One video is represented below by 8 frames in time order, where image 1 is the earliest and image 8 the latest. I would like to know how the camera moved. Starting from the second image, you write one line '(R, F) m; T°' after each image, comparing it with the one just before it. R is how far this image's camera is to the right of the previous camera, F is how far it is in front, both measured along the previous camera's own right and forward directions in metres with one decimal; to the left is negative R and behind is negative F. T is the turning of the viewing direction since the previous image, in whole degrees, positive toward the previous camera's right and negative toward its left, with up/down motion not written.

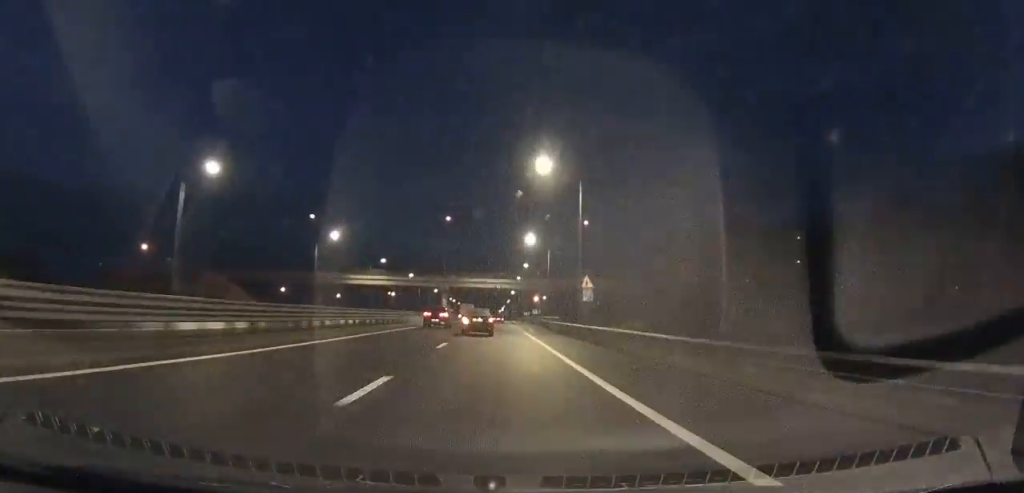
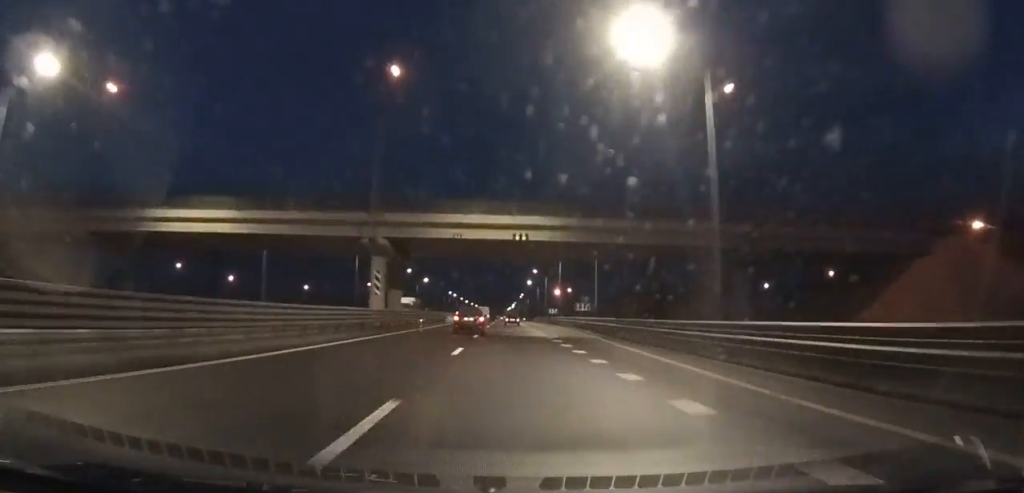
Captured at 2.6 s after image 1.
(-0.2, +61.7) m; 0°
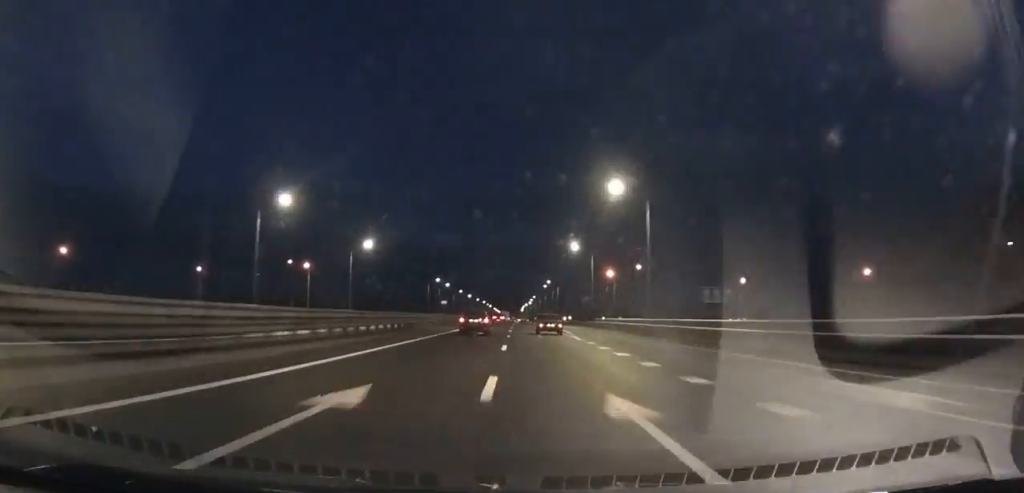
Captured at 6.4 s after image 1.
(-0.1, +90.9) m; -1°
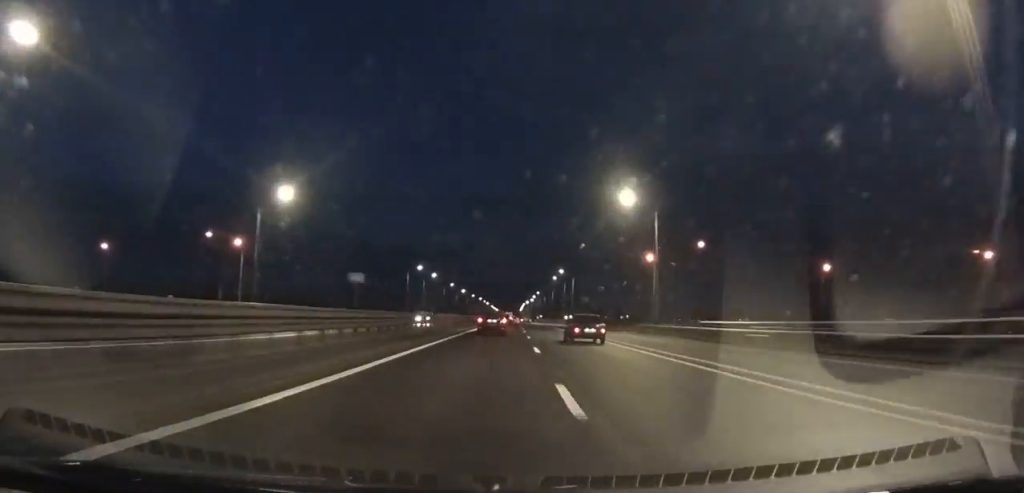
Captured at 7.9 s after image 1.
(-0.4, +36.6) m; 0°
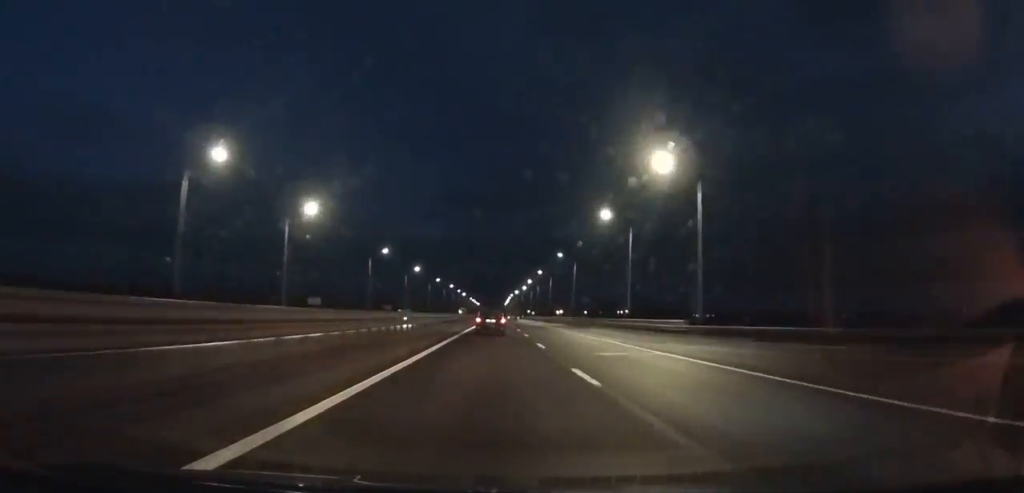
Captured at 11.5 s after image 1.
(+0.2, +89.4) m; +1°
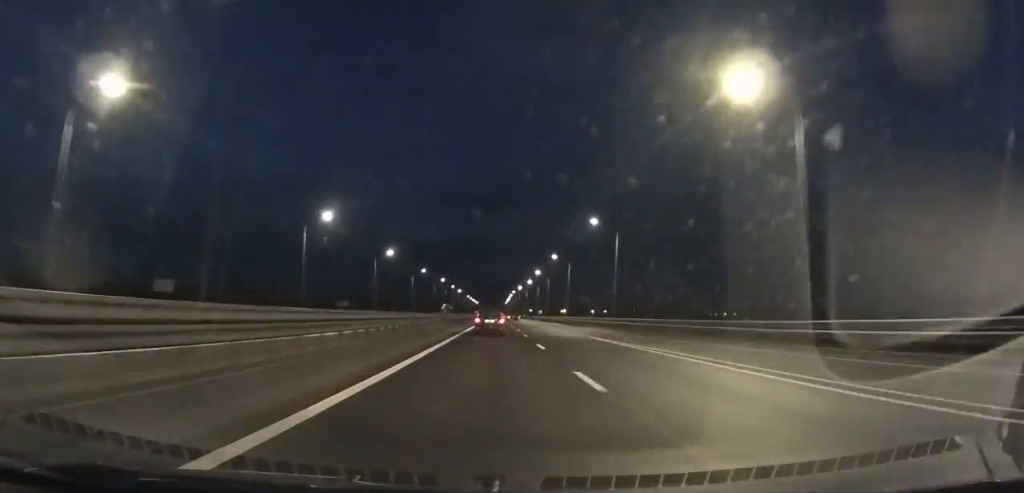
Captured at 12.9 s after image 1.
(+0.1, +35.4) m; 0°
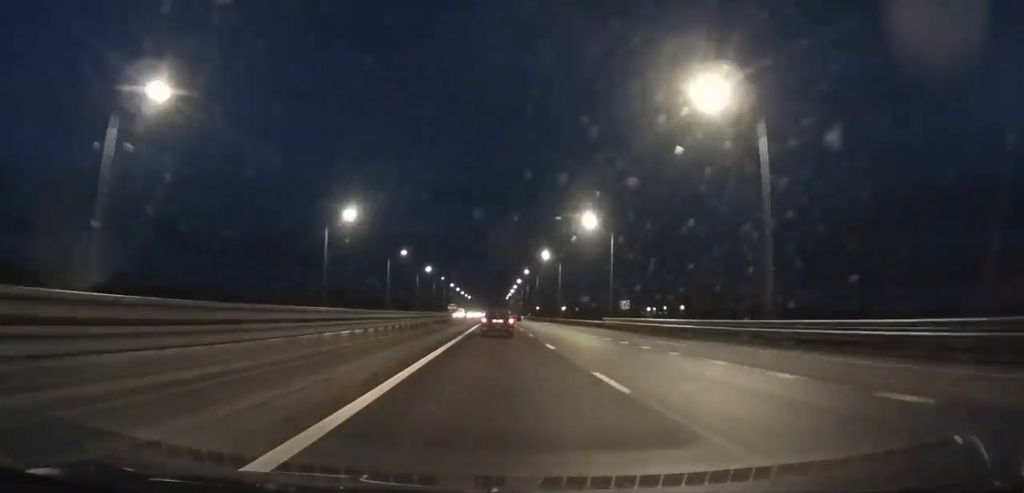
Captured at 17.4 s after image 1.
(-0.2, +116.3) m; 0°
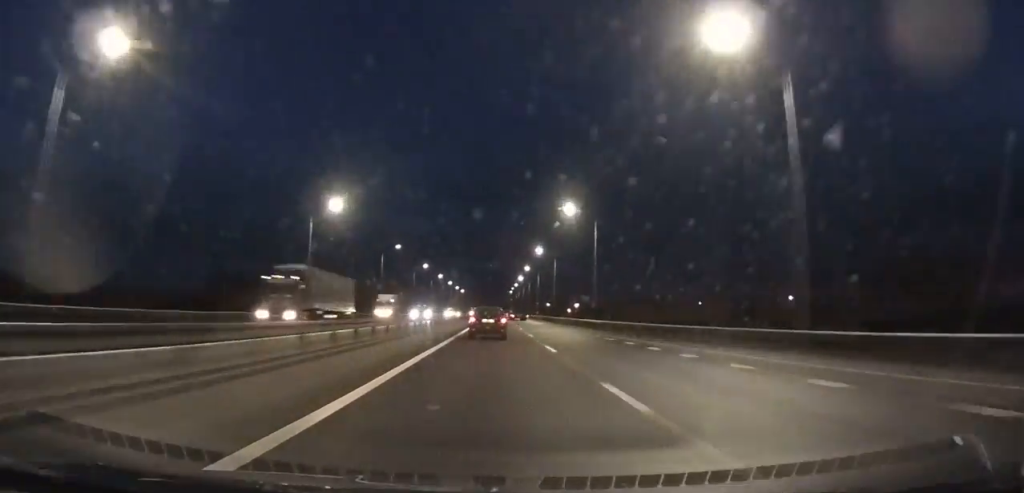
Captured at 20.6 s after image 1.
(+0.1, +84.0) m; 0°
